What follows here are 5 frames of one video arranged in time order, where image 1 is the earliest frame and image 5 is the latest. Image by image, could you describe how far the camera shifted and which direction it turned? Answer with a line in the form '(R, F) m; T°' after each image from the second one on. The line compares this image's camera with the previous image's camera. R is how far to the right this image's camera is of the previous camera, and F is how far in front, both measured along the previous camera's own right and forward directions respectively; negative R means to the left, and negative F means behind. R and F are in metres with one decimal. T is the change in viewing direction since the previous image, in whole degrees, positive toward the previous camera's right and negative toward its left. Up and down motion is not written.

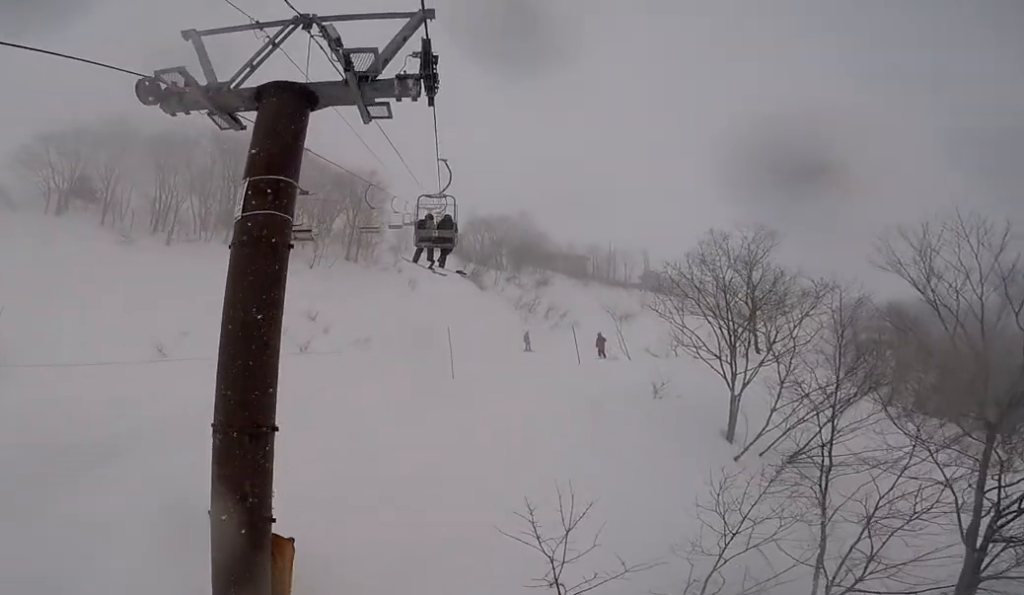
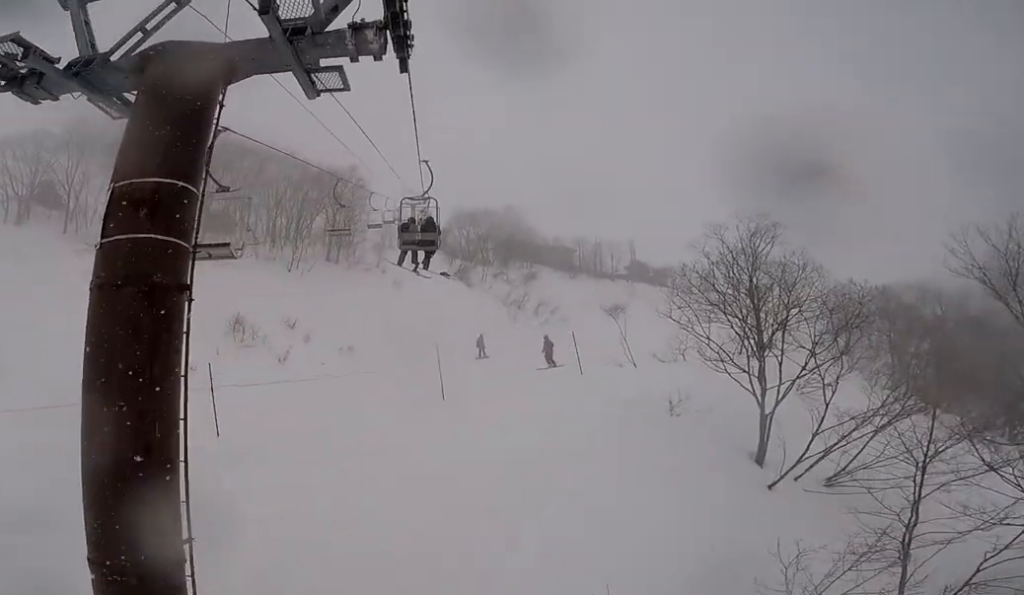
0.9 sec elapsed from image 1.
(+0.4, +1.4) m; +1°
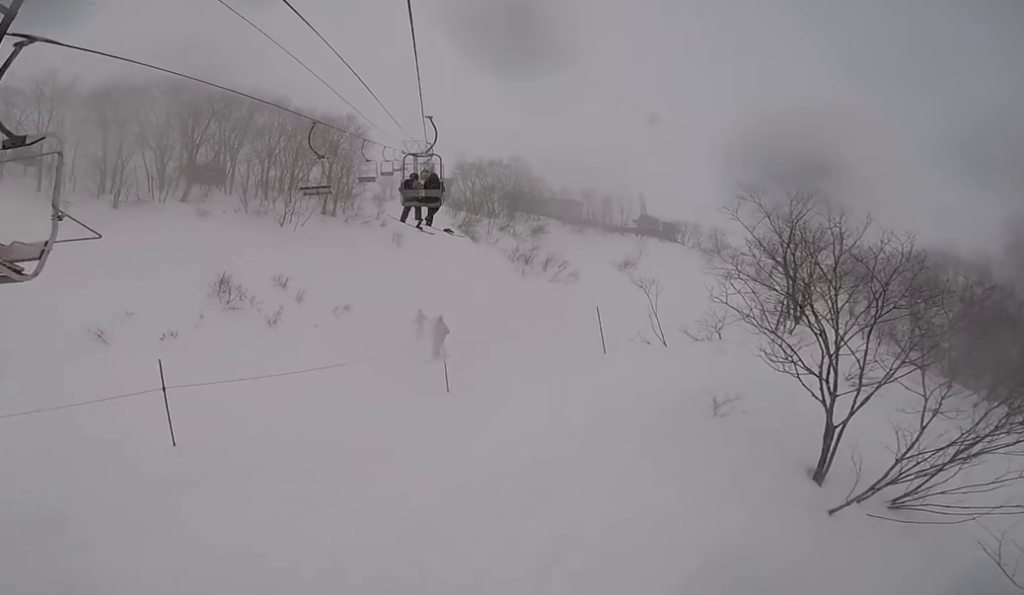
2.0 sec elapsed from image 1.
(-0.6, +1.9) m; 0°
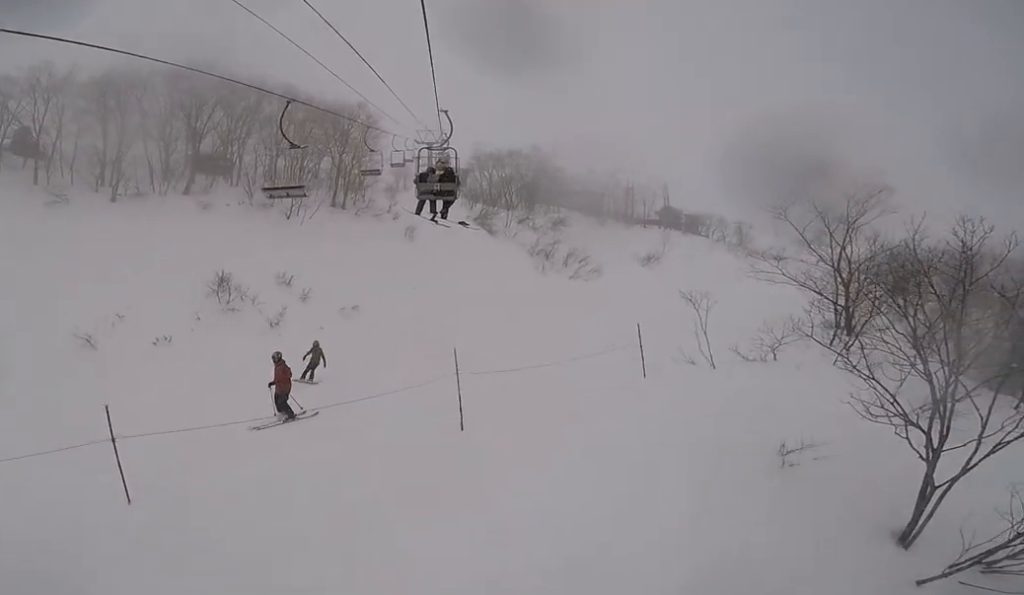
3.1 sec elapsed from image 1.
(+0.7, +1.7) m; +5°
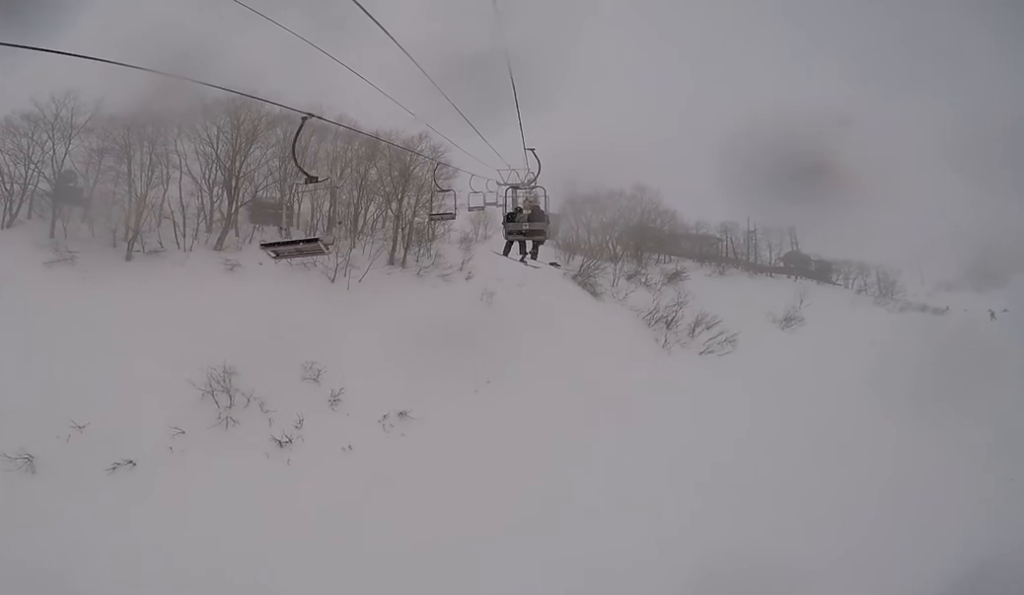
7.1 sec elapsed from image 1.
(-0.1, +7.5) m; -4°
